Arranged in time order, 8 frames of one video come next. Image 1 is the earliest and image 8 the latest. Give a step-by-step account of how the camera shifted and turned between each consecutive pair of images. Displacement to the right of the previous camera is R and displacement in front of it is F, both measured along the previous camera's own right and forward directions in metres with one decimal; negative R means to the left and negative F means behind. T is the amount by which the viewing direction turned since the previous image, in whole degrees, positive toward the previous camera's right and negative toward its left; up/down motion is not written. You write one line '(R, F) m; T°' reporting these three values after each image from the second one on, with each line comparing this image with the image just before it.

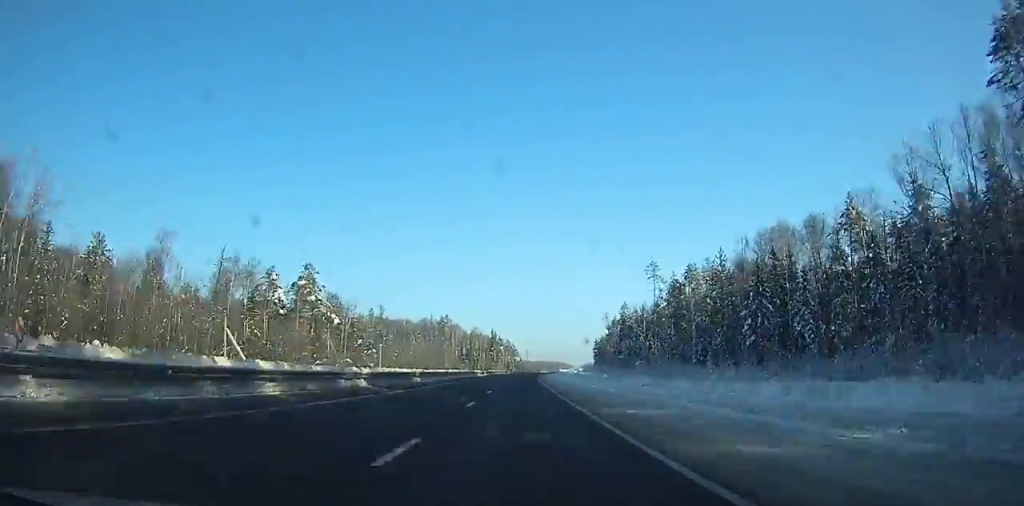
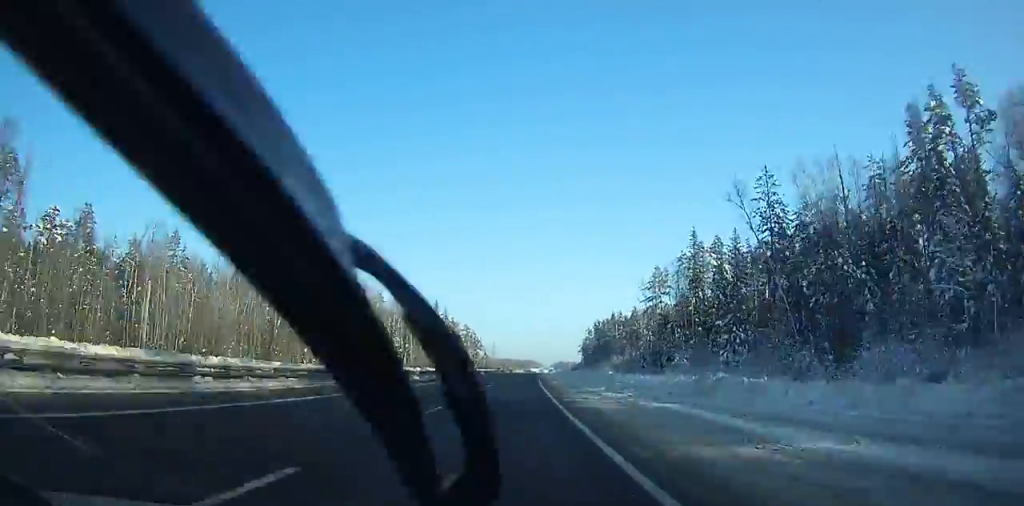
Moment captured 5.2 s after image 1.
(+4.0, +148.7) m; +3°
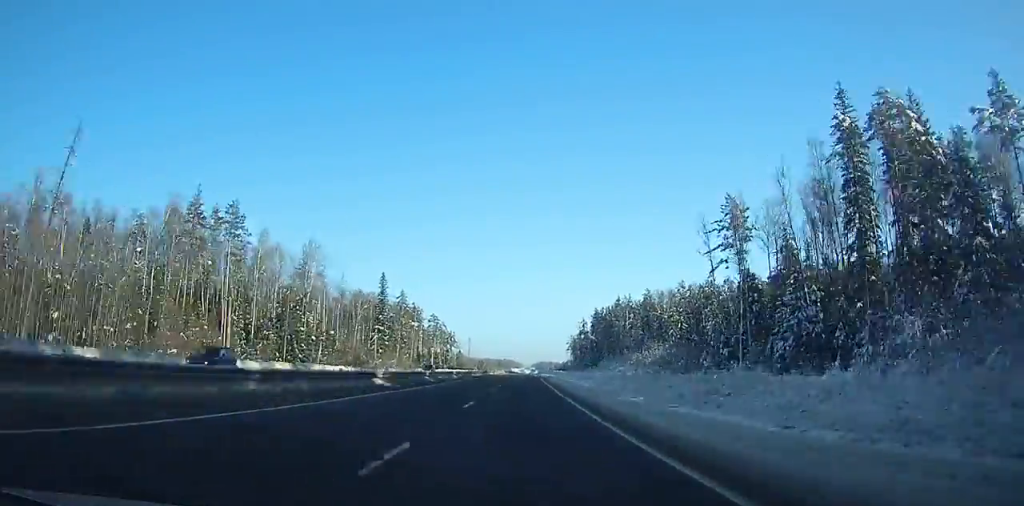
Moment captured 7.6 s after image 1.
(+0.9, +69.9) m; +2°
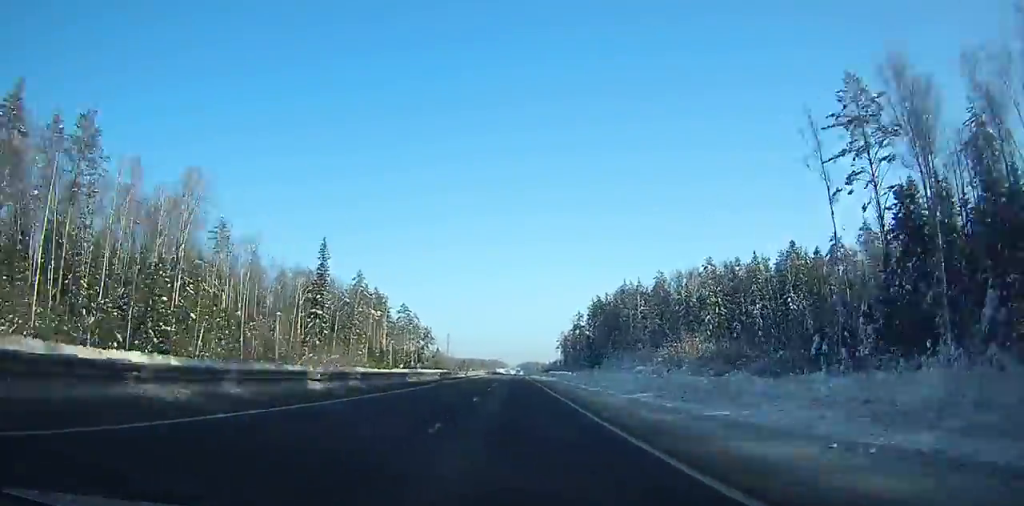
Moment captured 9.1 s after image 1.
(+0.5, +44.1) m; +1°
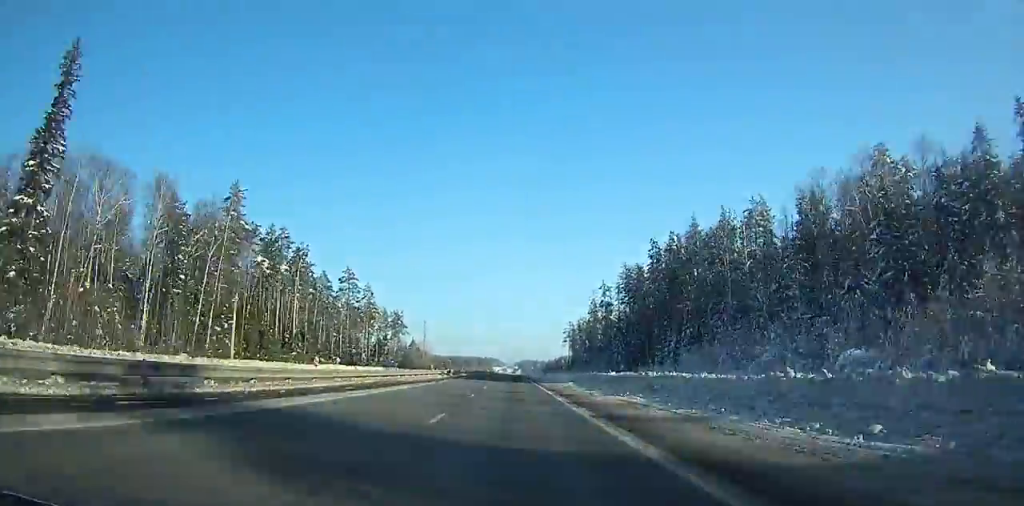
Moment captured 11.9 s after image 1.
(+0.9, +83.7) m; +1°
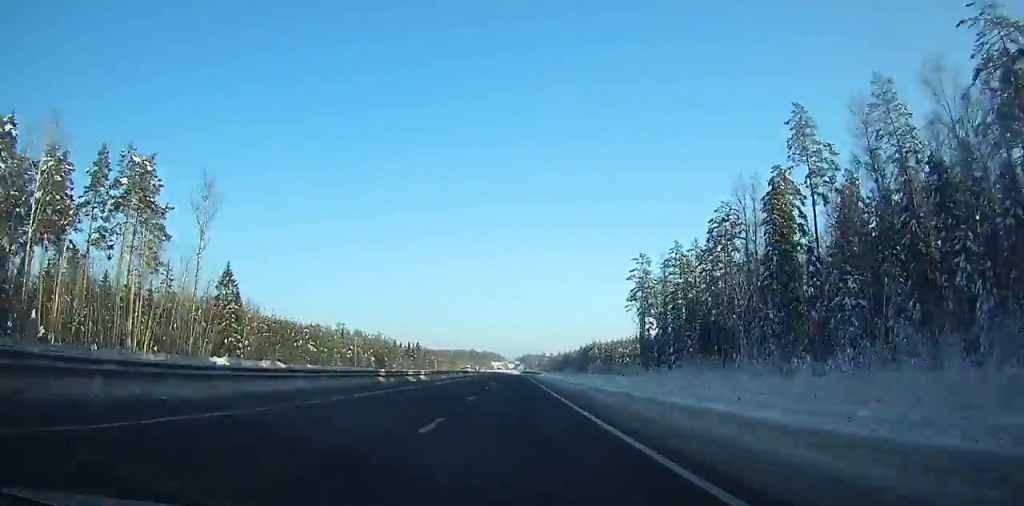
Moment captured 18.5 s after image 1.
(-0.7, +200.4) m; 0°
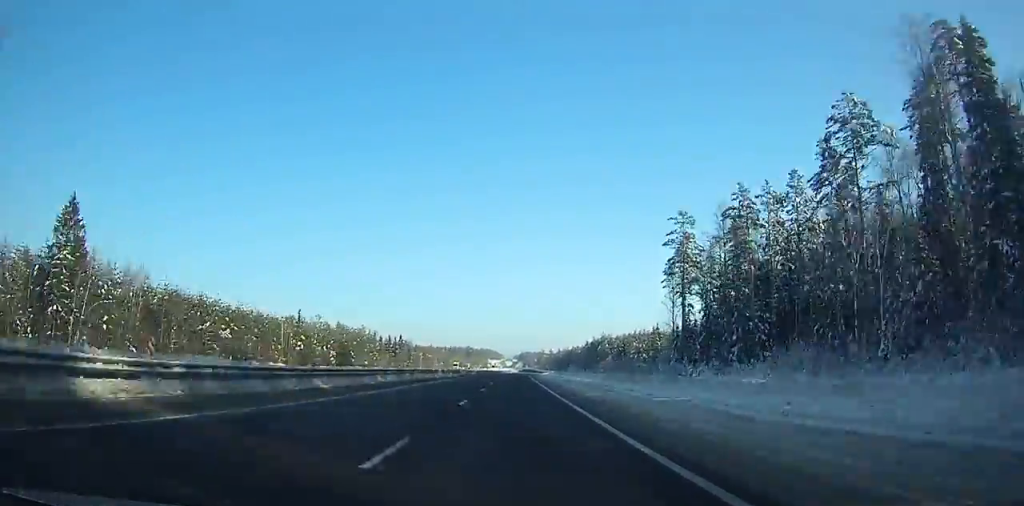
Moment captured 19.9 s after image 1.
(+0.2, +40.3) m; 0°
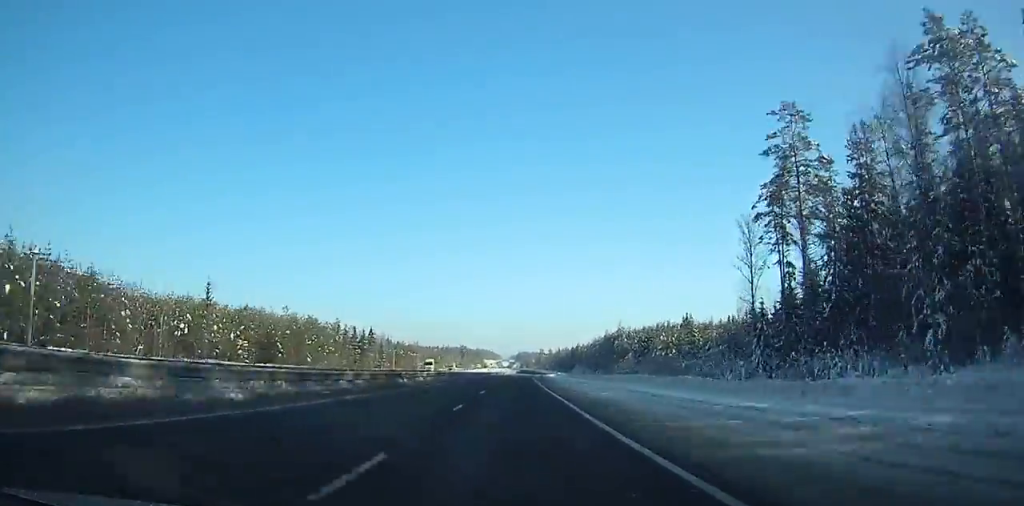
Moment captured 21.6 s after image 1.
(0.0, +48.9) m; +1°
